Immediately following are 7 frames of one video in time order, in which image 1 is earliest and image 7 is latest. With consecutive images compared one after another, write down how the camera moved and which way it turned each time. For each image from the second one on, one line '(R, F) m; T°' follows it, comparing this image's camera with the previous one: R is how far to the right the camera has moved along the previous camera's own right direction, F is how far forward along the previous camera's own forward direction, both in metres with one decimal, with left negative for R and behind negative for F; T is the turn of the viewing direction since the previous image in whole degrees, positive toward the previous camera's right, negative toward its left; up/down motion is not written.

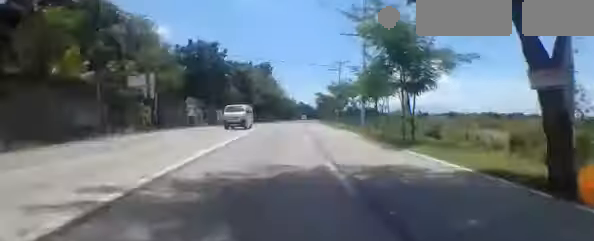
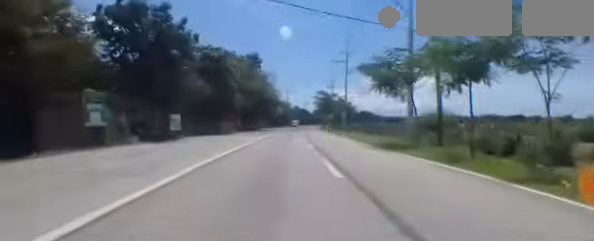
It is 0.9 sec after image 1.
(+0.4, +15.8) m; +2°
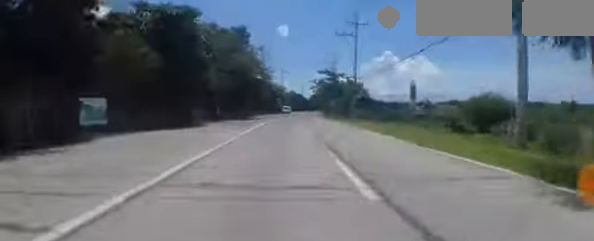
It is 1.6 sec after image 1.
(+0.1, +11.5) m; +1°
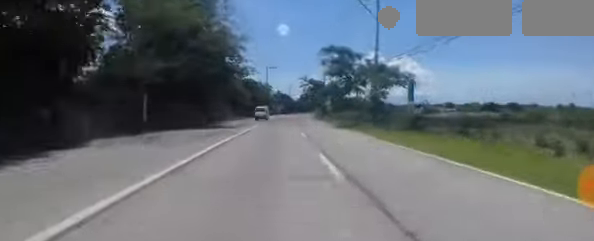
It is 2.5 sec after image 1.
(+0.2, +16.9) m; -1°
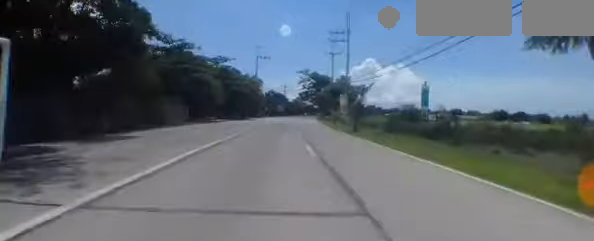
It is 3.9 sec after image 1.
(-0.1, +23.7) m; +2°
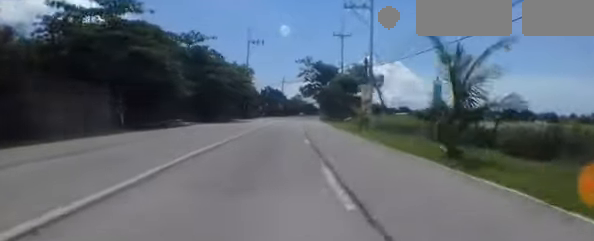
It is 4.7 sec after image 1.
(+0.6, +13.9) m; +1°
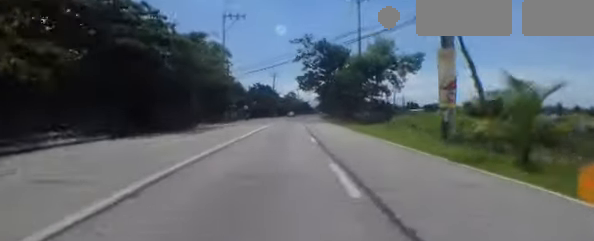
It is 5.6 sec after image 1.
(-0.5, +17.0) m; +2°
